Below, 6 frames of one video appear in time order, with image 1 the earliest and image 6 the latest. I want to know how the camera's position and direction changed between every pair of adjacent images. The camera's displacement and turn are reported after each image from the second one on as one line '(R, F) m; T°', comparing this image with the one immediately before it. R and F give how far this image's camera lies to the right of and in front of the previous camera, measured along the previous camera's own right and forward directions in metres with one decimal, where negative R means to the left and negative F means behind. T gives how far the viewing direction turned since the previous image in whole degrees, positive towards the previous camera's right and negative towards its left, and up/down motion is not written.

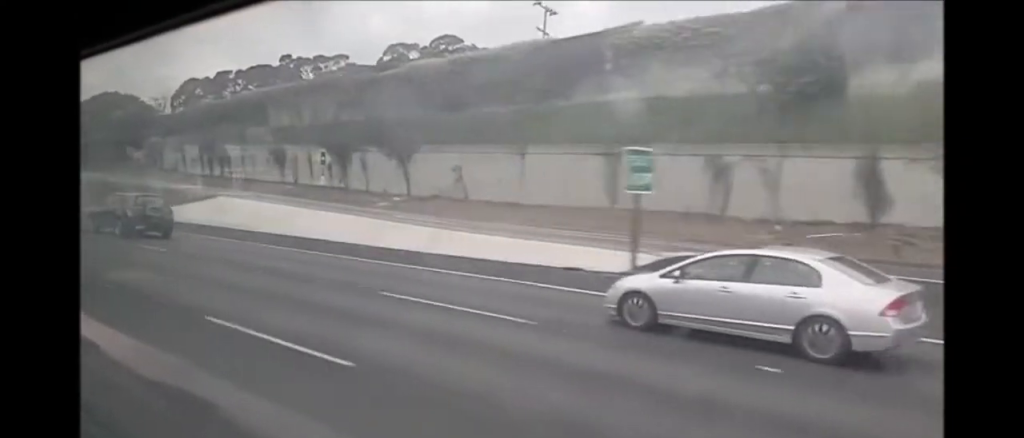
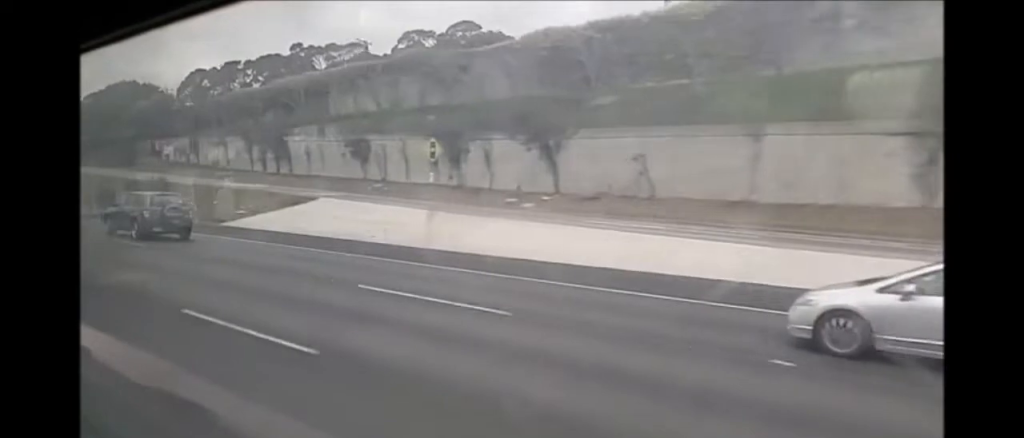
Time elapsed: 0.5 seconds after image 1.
(+0.2, +13.9) m; 0°
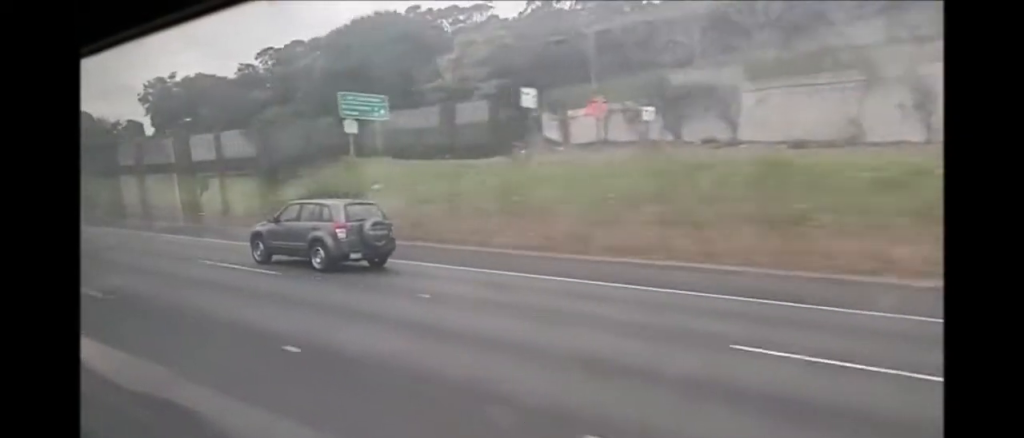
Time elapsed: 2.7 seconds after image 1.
(-0.5, +65.5) m; 0°
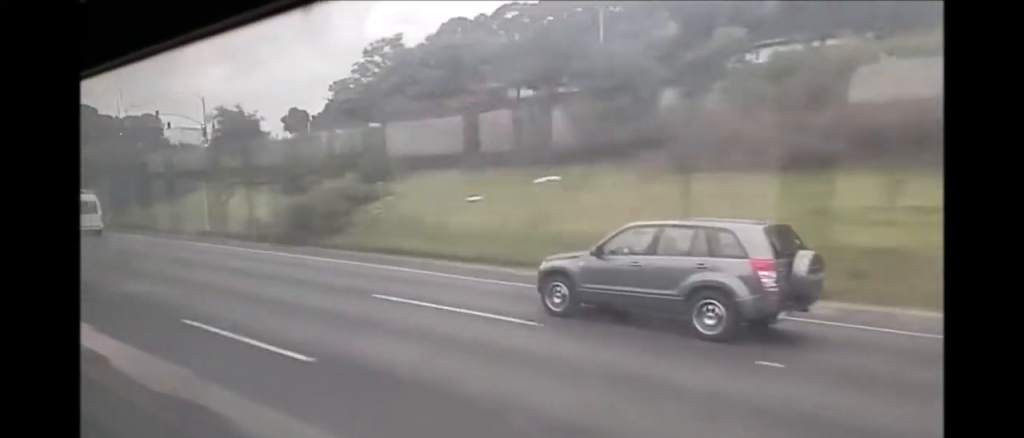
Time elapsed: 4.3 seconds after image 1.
(+0.6, +49.3) m; 0°
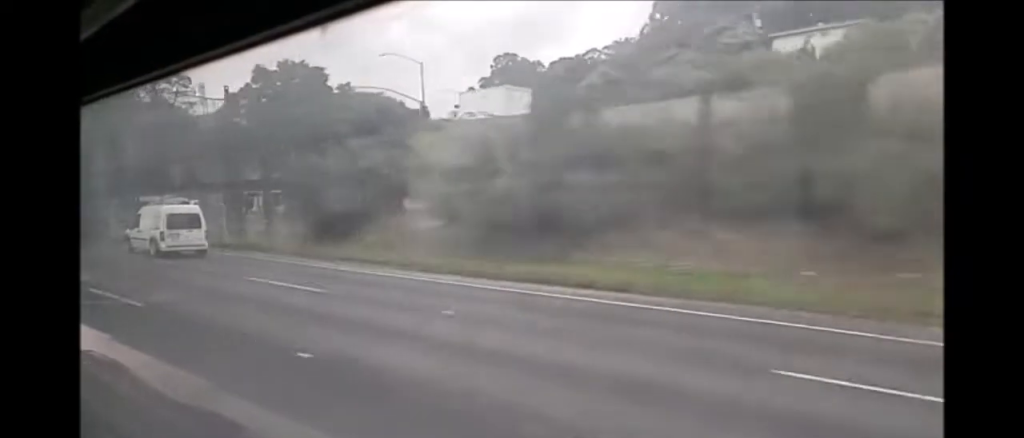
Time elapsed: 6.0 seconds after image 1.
(-0.6, +51.3) m; 0°
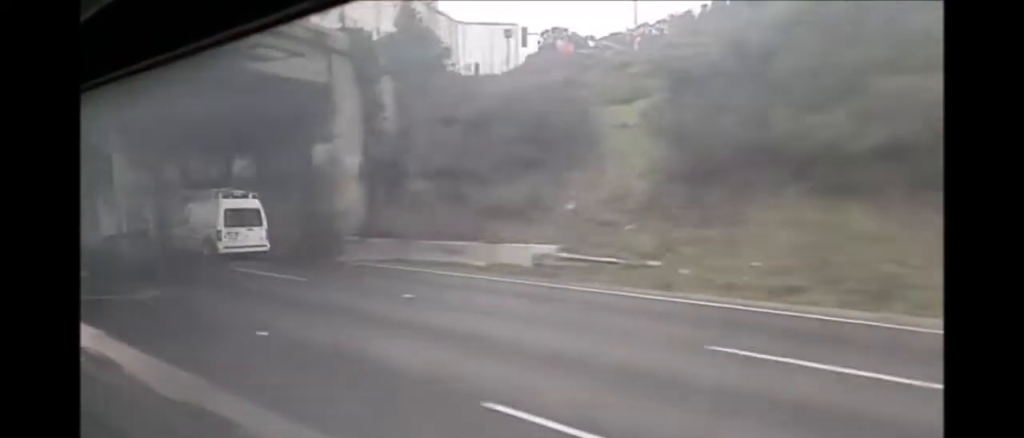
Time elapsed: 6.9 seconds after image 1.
(+0.5, +28.1) m; +1°
